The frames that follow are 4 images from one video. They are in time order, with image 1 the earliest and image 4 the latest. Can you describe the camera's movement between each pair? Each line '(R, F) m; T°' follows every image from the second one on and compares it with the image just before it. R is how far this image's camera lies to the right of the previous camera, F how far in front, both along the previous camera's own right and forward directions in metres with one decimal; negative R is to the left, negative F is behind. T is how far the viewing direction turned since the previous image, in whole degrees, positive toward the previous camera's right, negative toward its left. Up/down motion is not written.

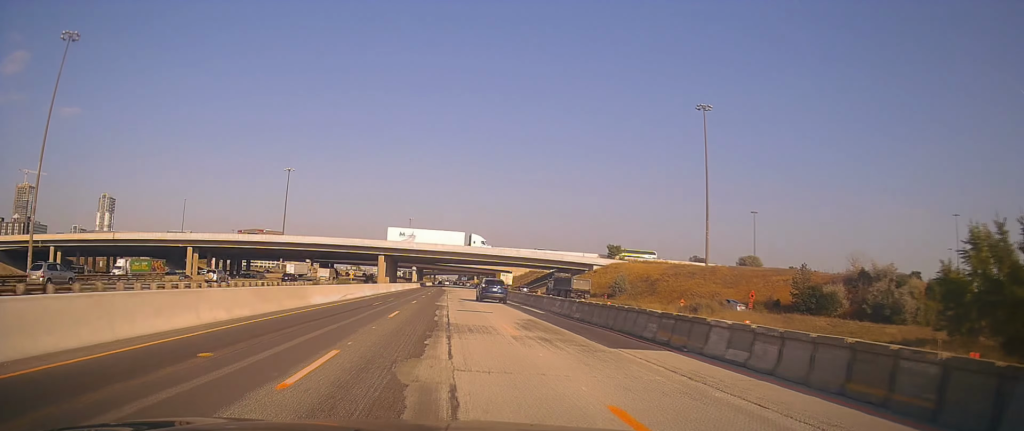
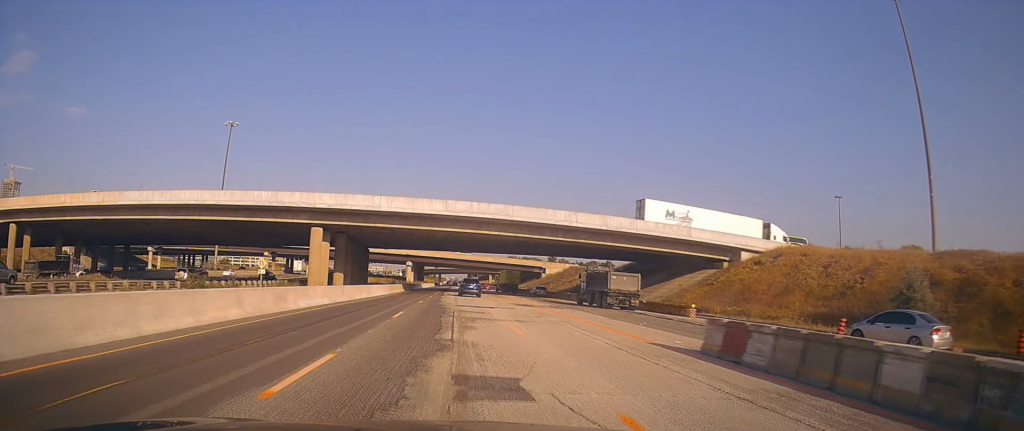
(+0.1, +60.6) m; -1°
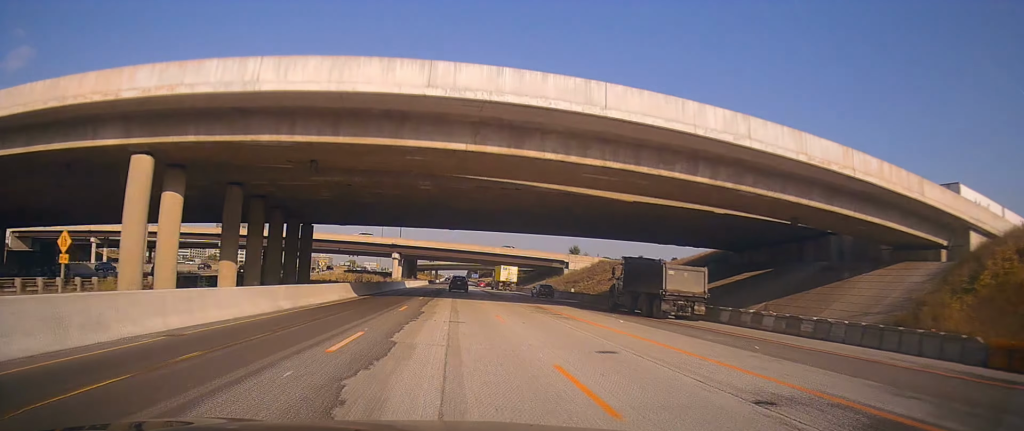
(+0.1, +32.7) m; +1°
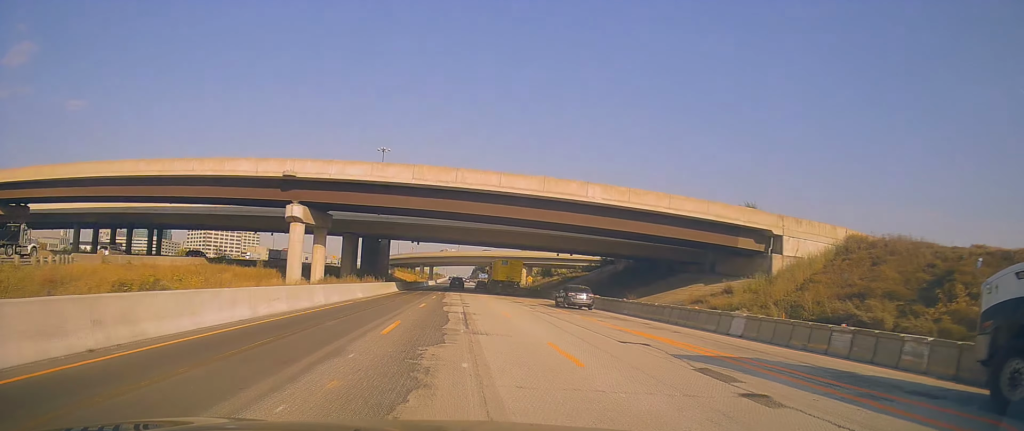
(+0.1, +80.6) m; -1°
